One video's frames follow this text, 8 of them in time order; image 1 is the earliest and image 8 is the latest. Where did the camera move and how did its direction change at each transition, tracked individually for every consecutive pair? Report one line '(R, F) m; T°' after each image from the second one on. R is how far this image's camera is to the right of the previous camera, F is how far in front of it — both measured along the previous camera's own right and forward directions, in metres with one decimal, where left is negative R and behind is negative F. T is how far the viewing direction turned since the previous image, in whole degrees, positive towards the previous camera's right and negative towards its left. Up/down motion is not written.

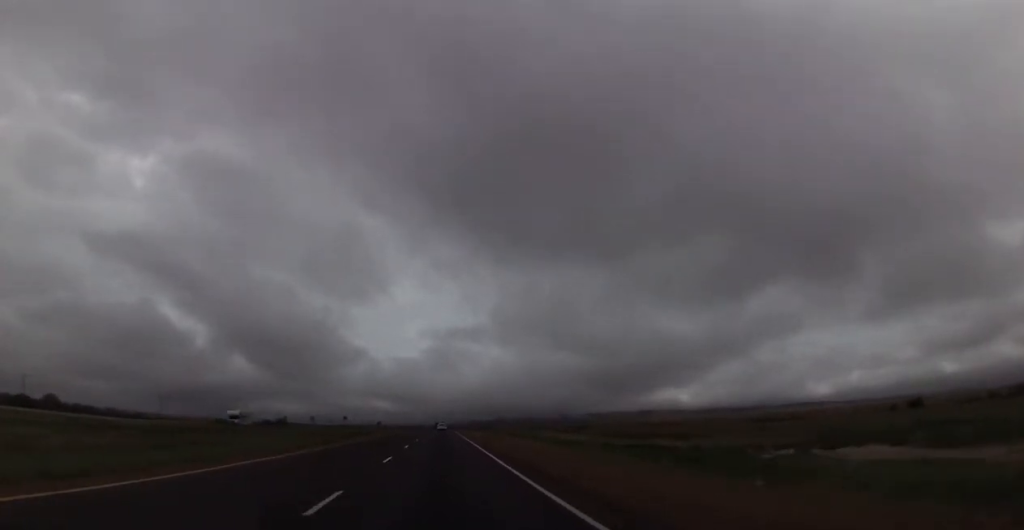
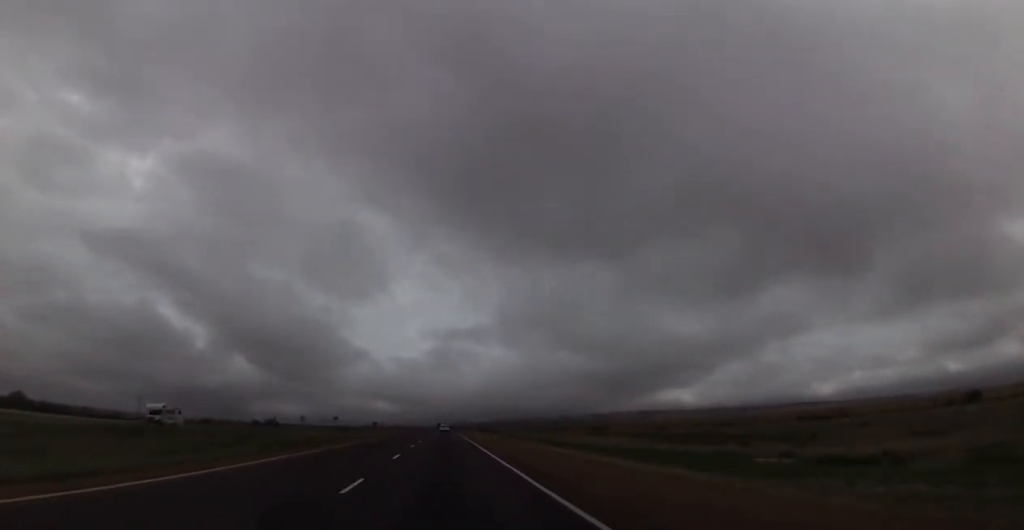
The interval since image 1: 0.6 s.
(0.0, +21.4) m; 0°
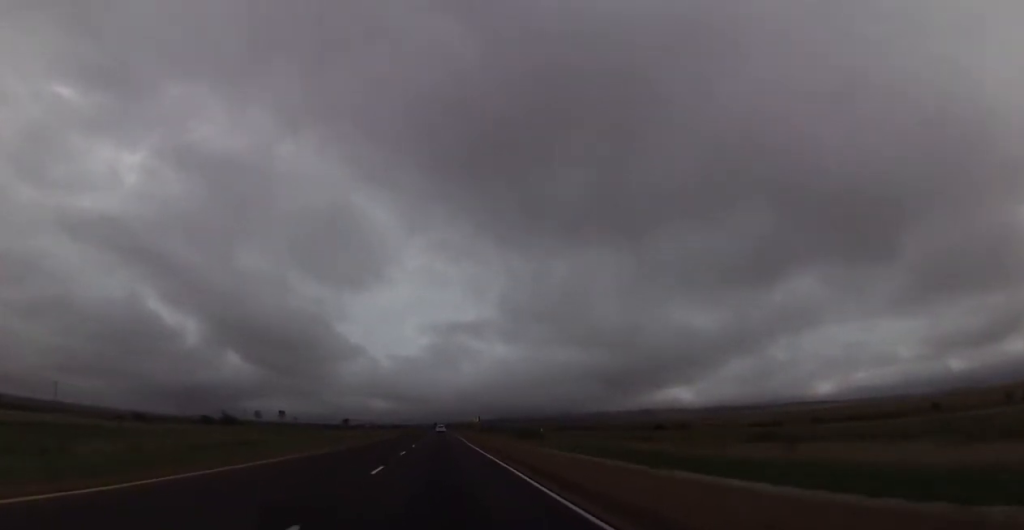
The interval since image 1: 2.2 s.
(+0.3, +55.7) m; 0°
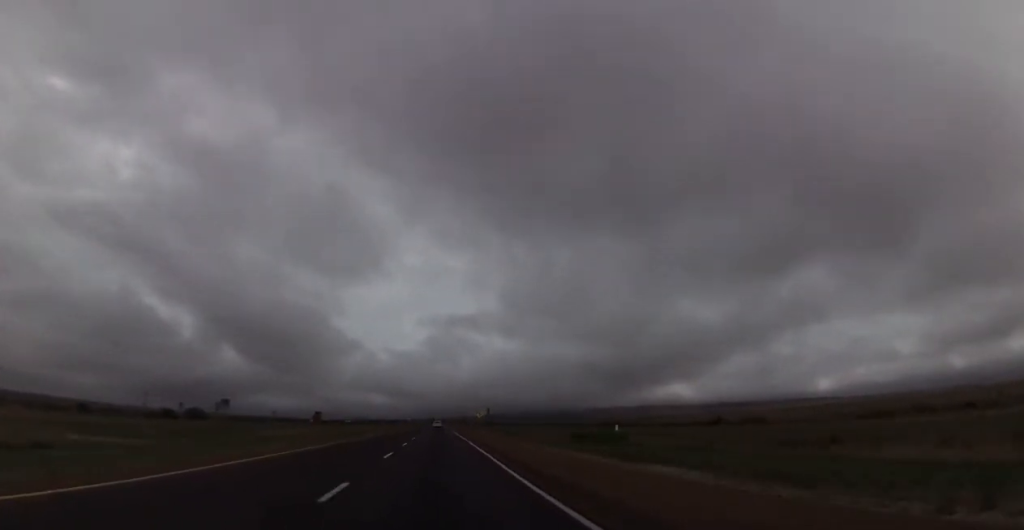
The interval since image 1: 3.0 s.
(0.0, +30.9) m; 0°
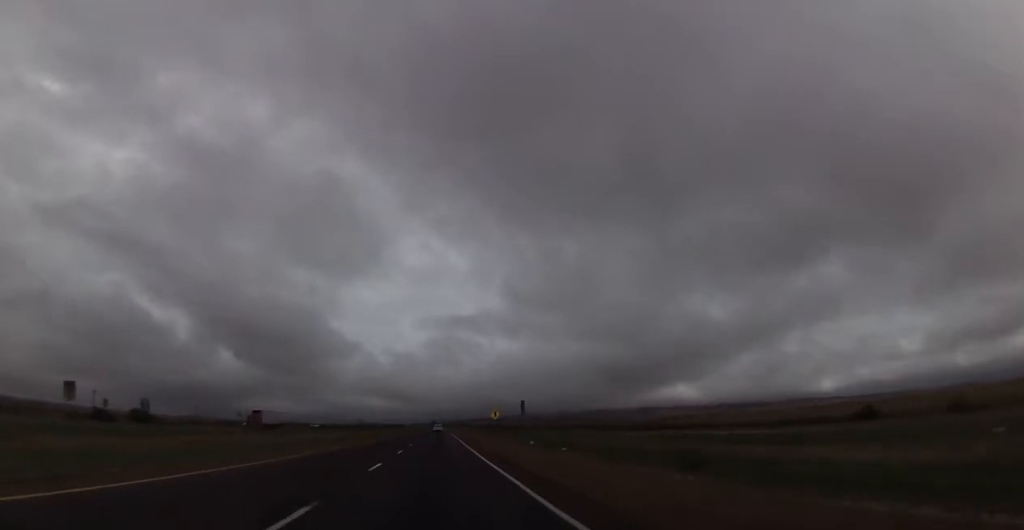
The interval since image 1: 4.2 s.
(0.0, +40.4) m; -1°
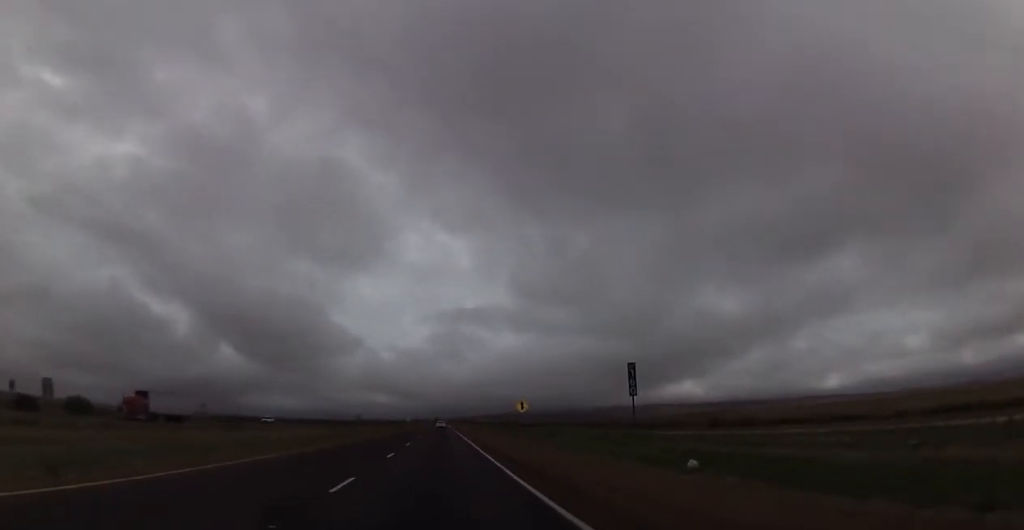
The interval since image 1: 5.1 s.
(-0.4, +32.1) m; 0°
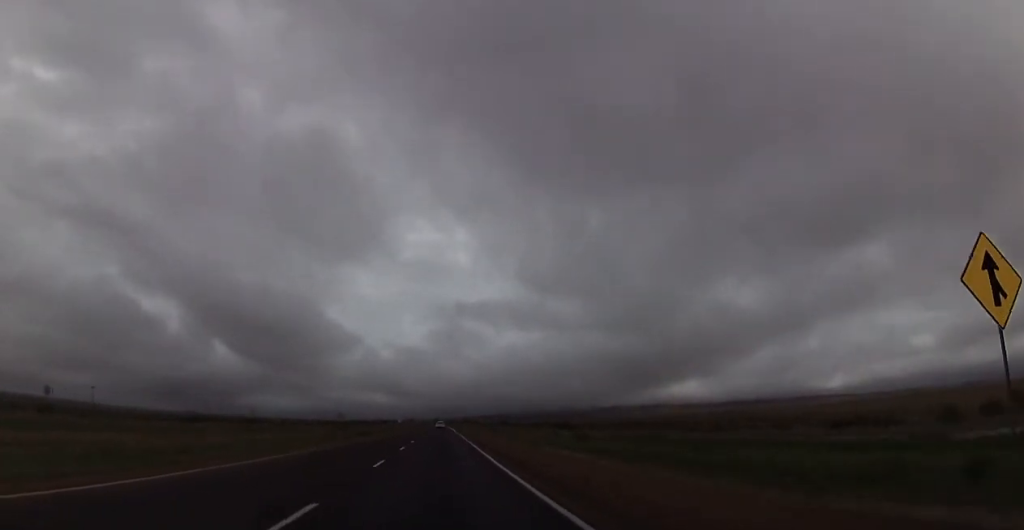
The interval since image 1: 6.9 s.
(+0.6, +65.7) m; +1°
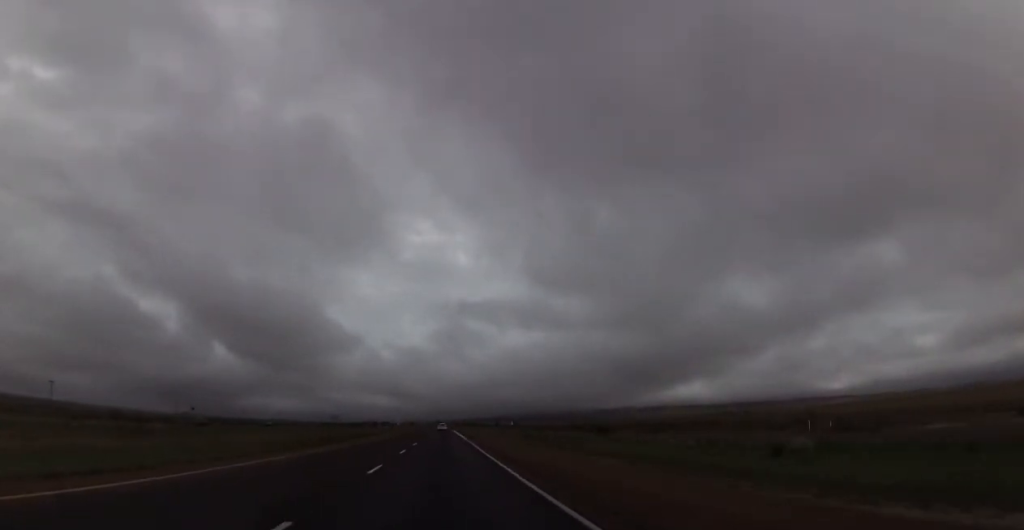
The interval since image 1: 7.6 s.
(0.0, +26.4) m; 0°
